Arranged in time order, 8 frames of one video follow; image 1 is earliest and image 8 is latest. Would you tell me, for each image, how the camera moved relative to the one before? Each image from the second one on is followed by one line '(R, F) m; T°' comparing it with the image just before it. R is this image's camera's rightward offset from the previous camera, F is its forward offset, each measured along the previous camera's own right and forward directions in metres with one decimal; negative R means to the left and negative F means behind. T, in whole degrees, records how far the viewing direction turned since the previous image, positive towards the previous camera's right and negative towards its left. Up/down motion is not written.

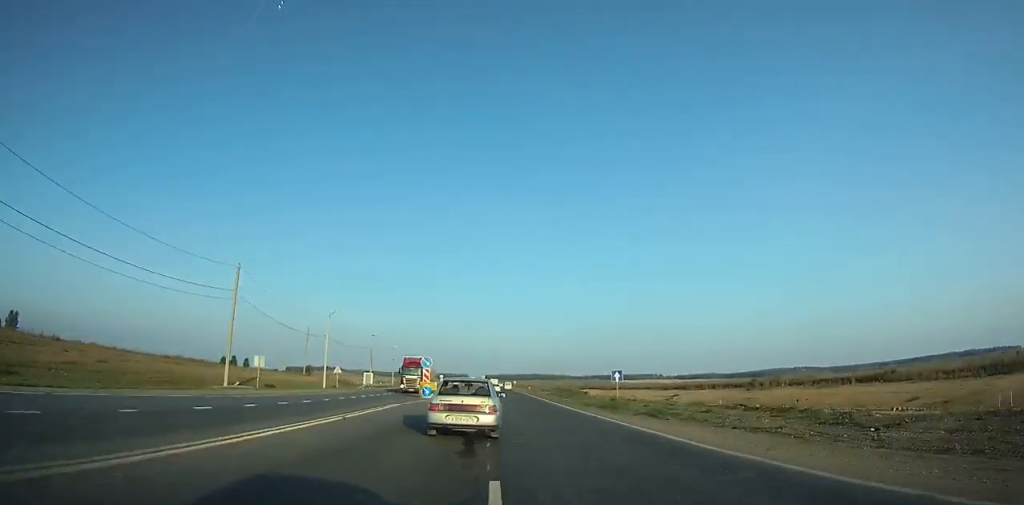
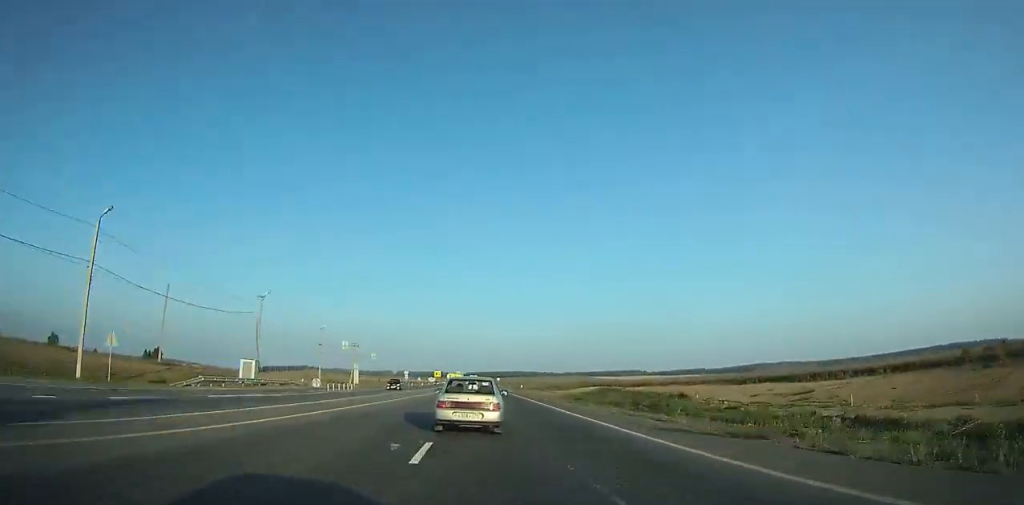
(+0.4, +42.9) m; +1°
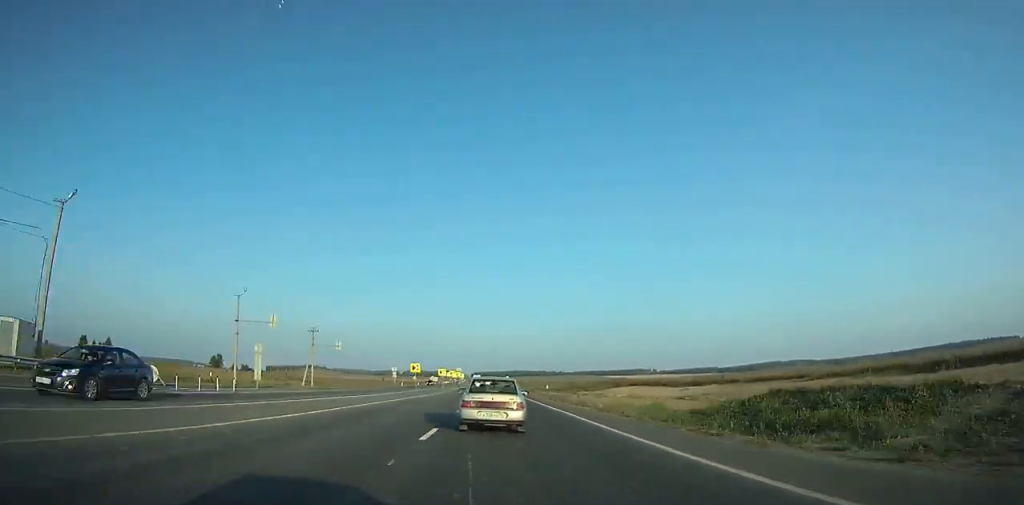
(+0.1, +33.9) m; 0°
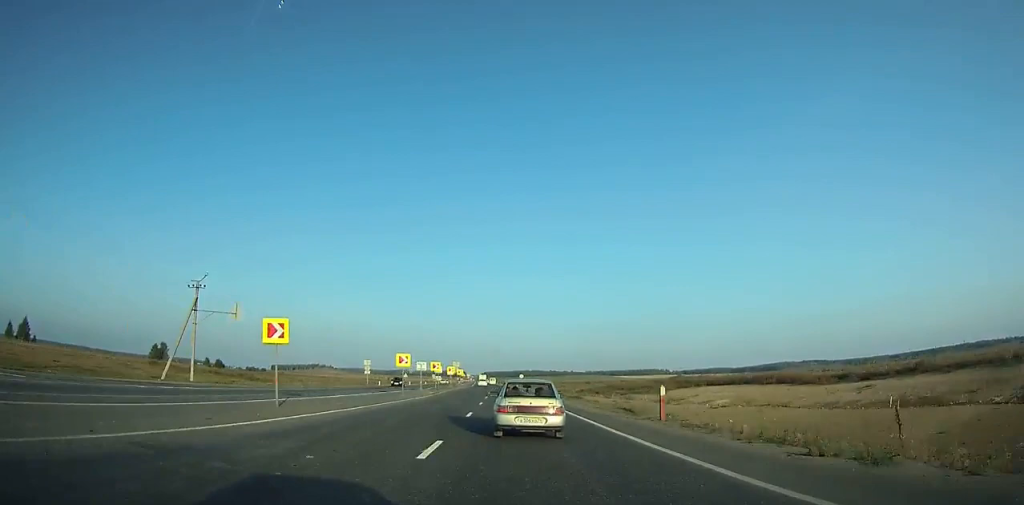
(+0.2, +38.6) m; -1°
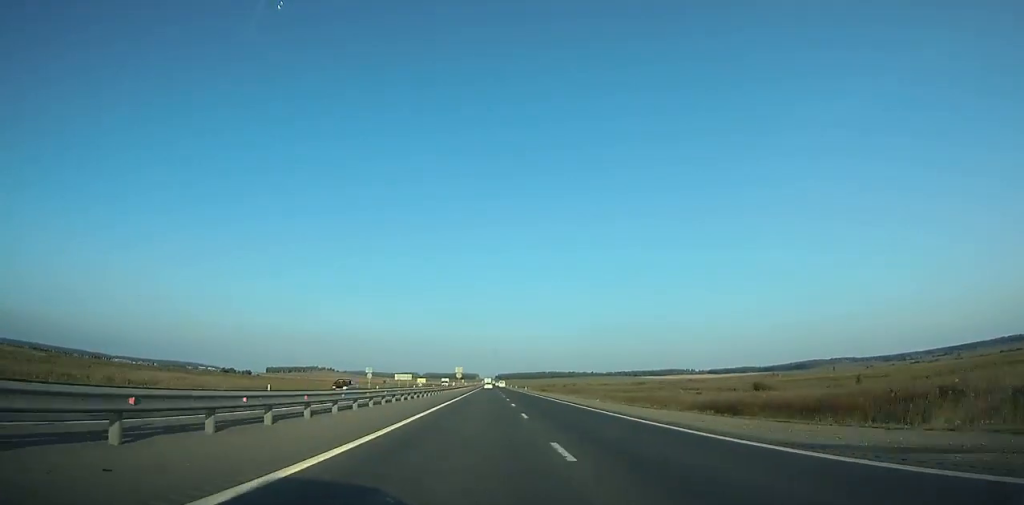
(-3.6, +147.5) m; -2°
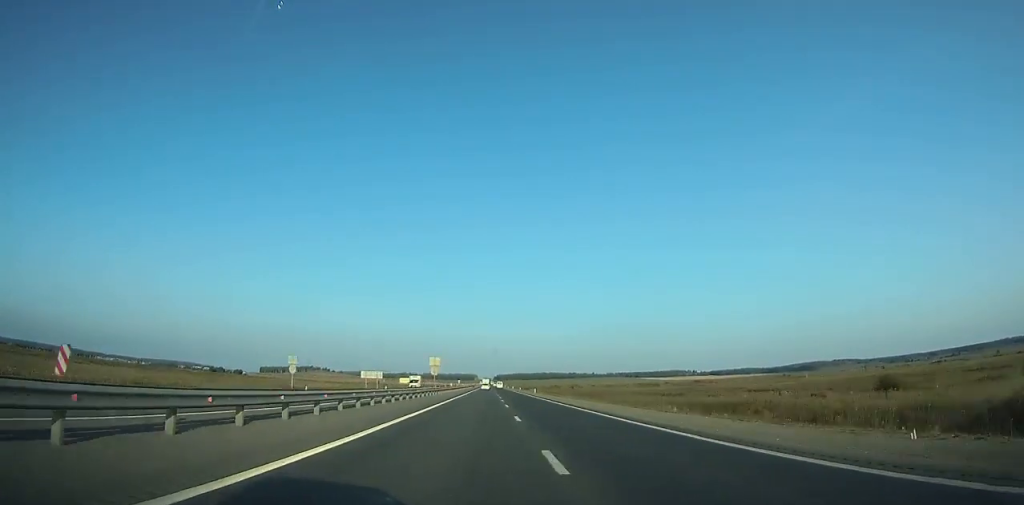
(-0.2, +35.3) m; 0°
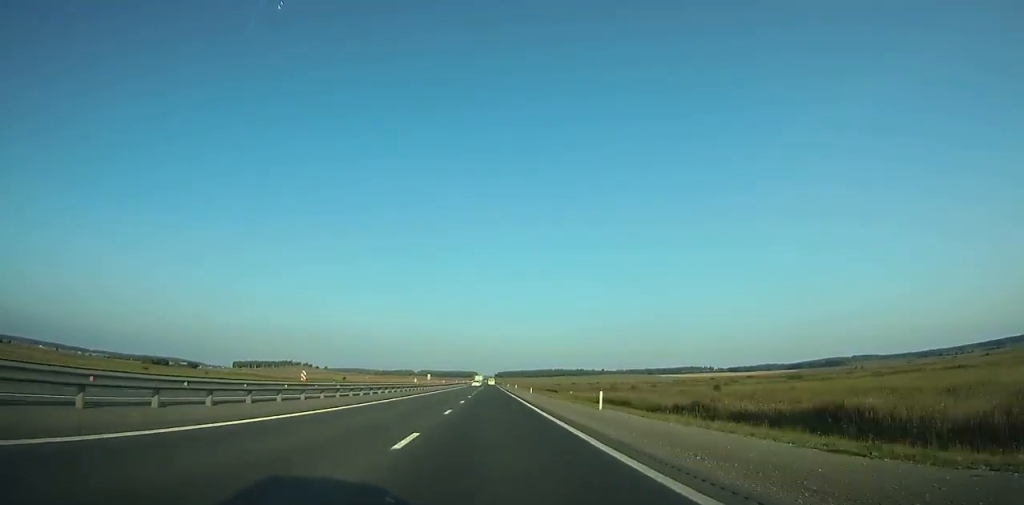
(+1.8, +166.9) m; +1°
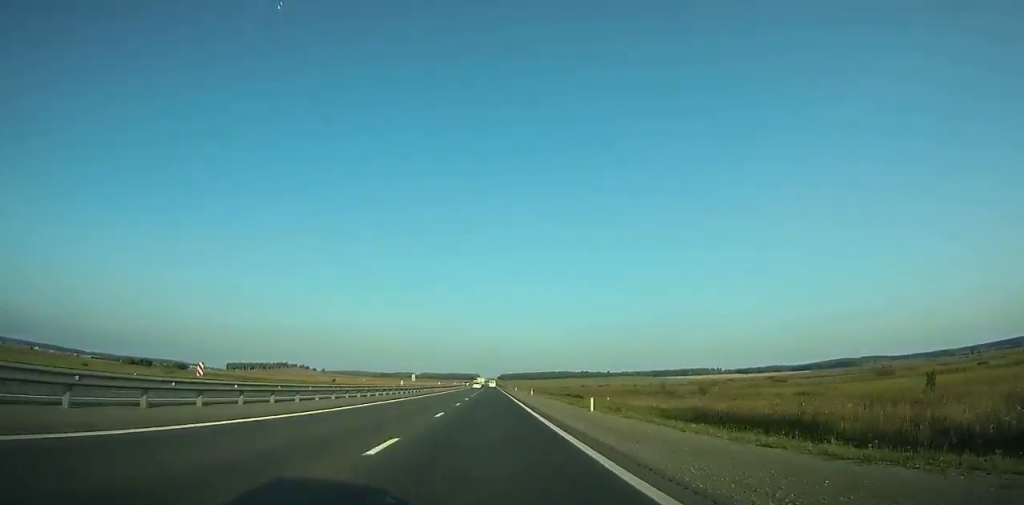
(0.0, +48.9) m; 0°
